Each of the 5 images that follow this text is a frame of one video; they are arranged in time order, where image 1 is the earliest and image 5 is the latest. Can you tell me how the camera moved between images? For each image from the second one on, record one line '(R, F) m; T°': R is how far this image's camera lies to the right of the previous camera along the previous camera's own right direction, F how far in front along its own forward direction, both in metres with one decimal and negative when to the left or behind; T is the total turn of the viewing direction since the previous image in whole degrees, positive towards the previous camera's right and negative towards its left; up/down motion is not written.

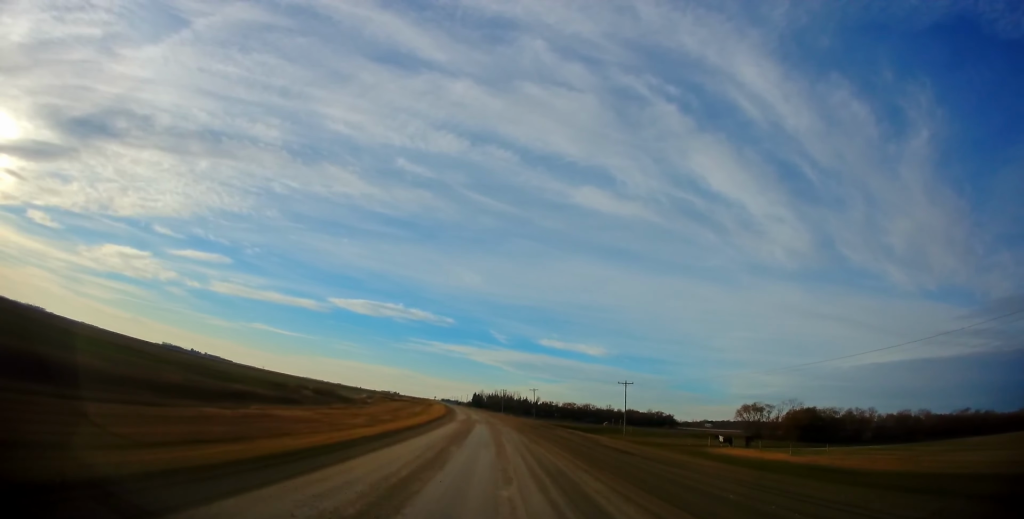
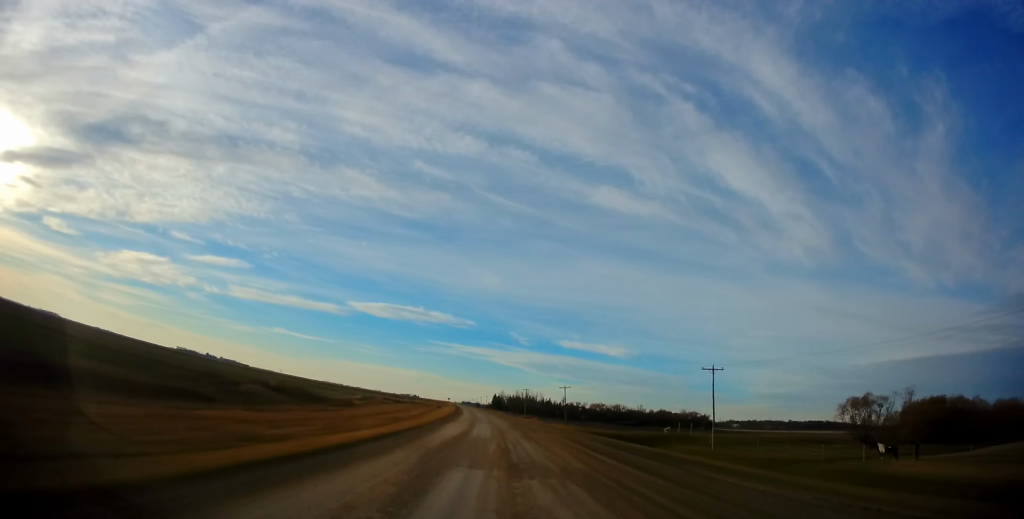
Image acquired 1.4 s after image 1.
(-0.5, +26.4) m; -2°
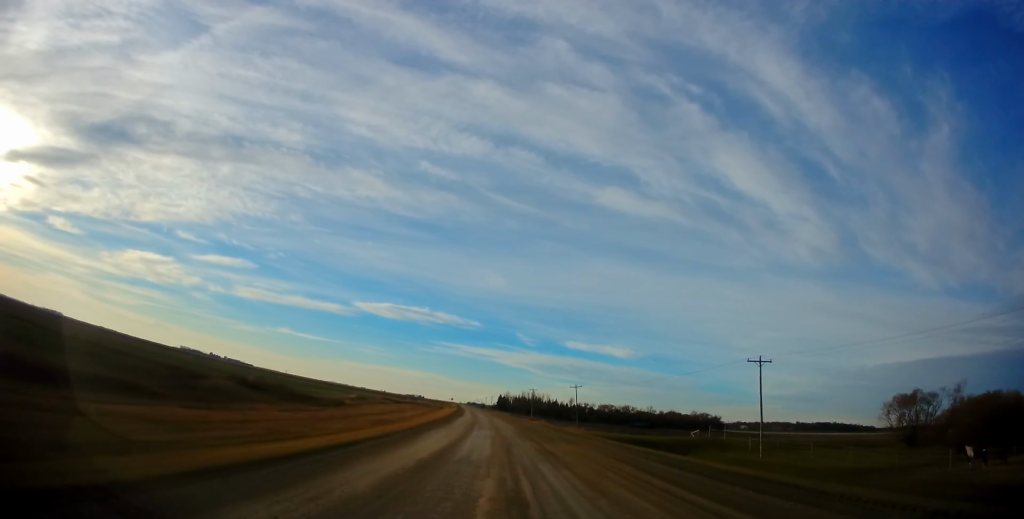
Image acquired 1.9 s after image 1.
(0.0, +9.9) m; 0°
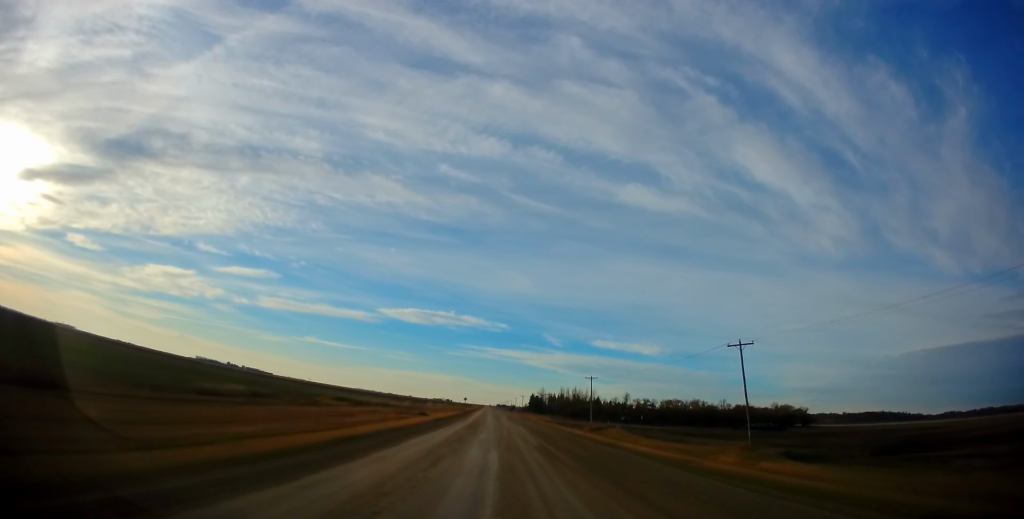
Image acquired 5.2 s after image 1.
(+1.6, +72.6) m; -4°
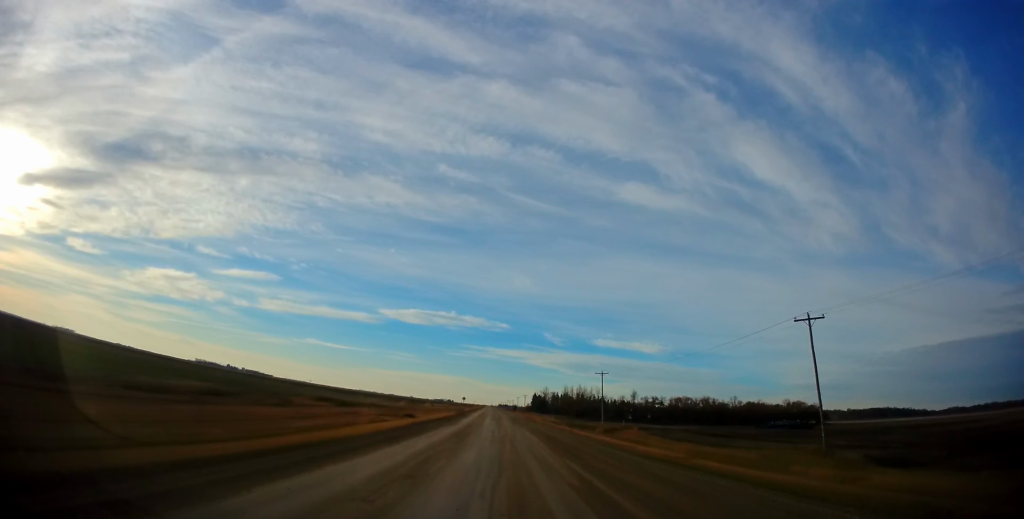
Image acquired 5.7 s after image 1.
(-0.8, +13.4) m; -2°
